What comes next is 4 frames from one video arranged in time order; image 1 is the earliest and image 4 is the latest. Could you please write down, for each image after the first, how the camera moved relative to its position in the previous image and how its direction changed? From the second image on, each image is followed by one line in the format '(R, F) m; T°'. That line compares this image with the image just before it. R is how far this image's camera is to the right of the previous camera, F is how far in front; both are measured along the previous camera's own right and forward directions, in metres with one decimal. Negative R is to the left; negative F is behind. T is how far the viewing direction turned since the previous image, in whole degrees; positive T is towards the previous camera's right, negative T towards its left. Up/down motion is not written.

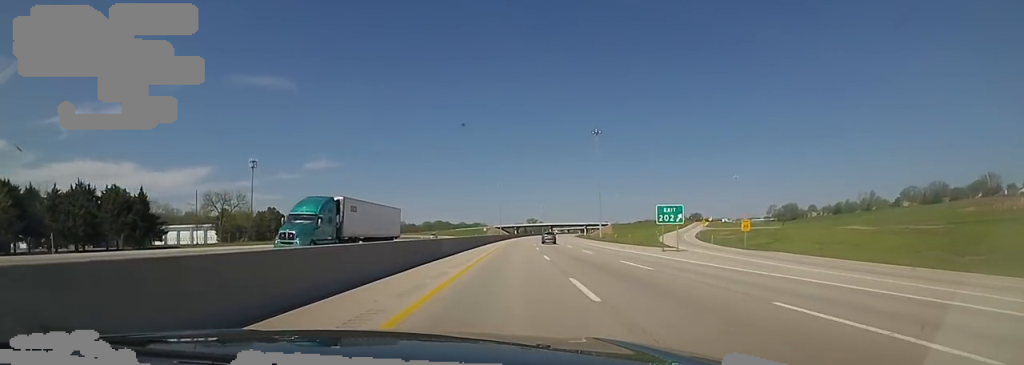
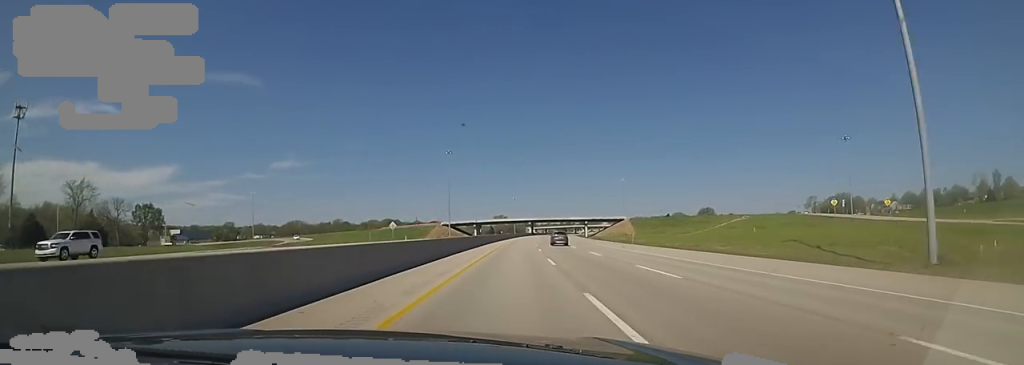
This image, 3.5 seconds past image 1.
(+4.5, +124.9) m; +3°
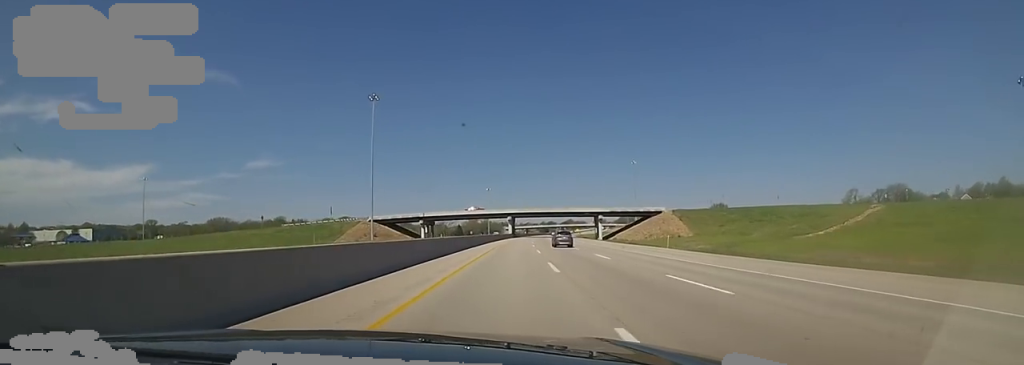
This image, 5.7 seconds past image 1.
(+4.1, +78.7) m; +4°
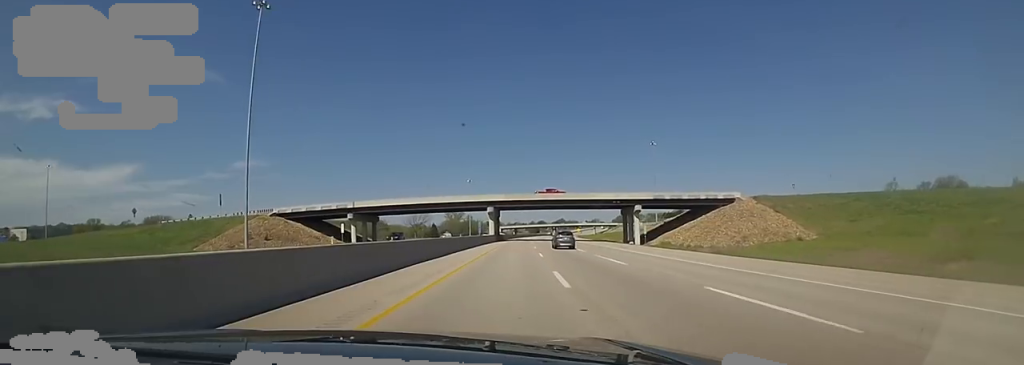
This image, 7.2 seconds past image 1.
(-0.8, +50.4) m; 0°
